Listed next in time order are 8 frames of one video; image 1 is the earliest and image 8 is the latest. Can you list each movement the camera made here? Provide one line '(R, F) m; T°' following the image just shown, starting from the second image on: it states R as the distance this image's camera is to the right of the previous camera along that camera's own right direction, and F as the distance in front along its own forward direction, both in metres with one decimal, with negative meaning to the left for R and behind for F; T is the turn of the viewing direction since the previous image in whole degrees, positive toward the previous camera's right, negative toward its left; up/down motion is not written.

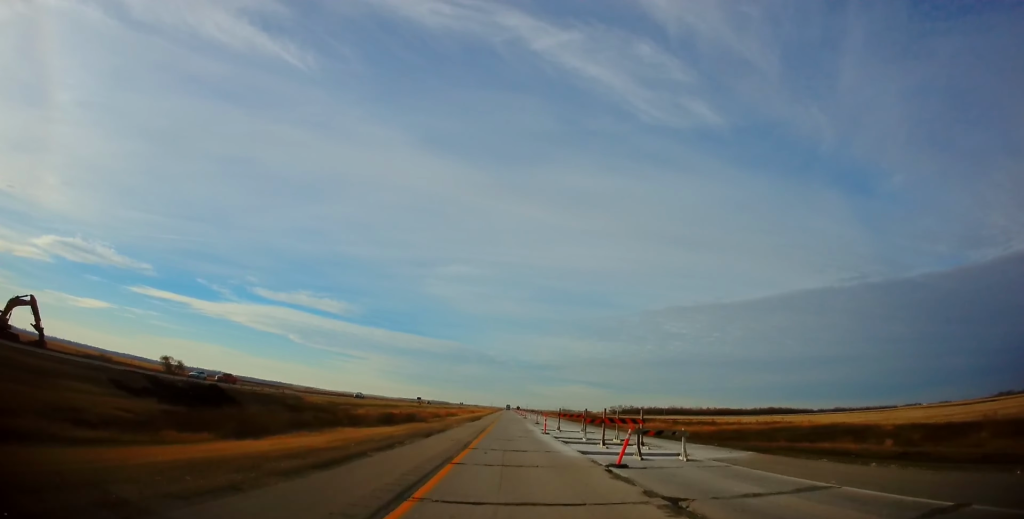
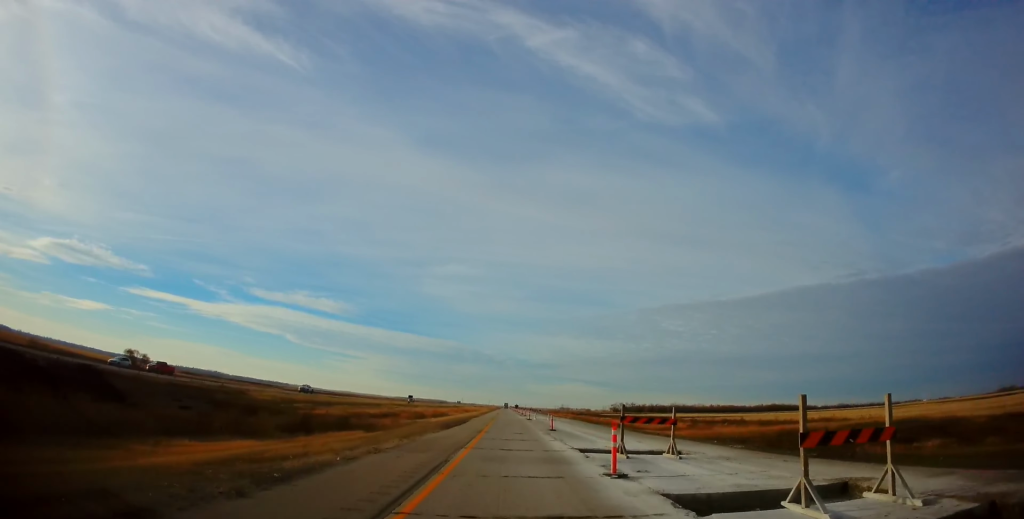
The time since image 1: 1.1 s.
(0.0, +21.6) m; +1°
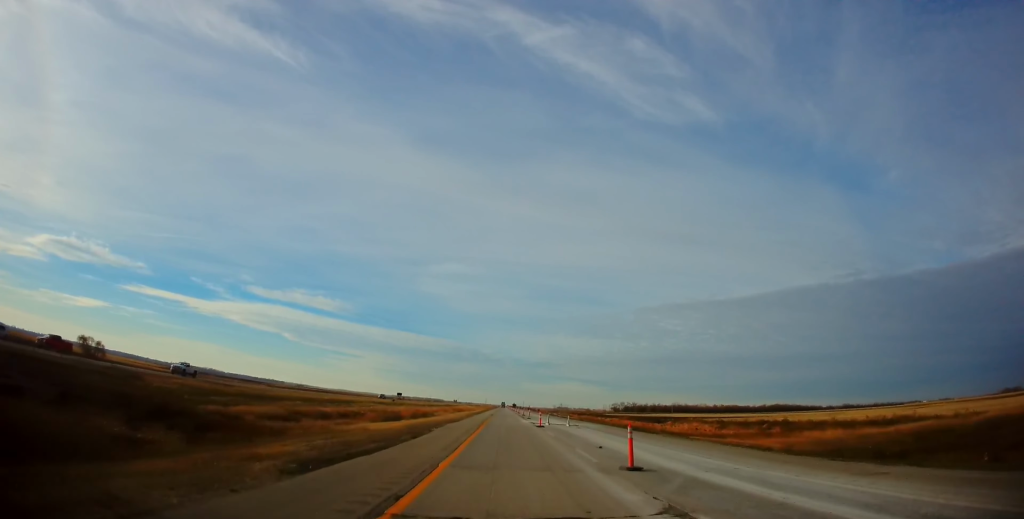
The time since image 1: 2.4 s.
(+0.3, +23.9) m; 0°
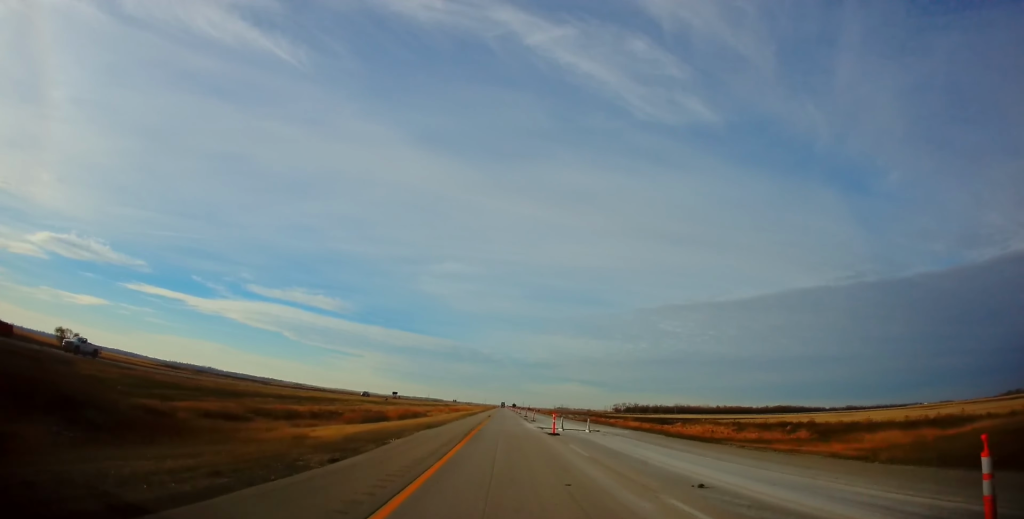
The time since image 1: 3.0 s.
(-0.4, +10.6) m; 0°
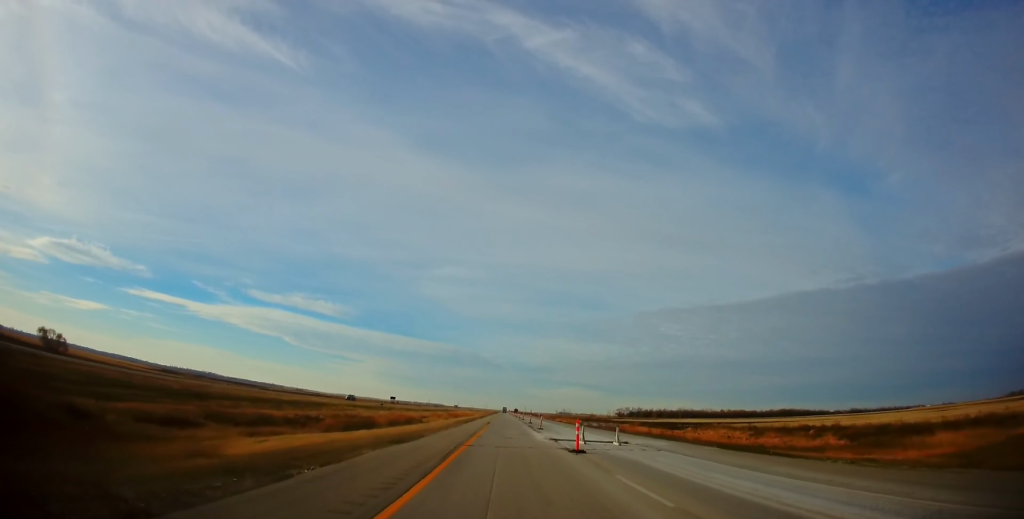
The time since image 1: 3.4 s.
(+0.3, +8.2) m; 0°
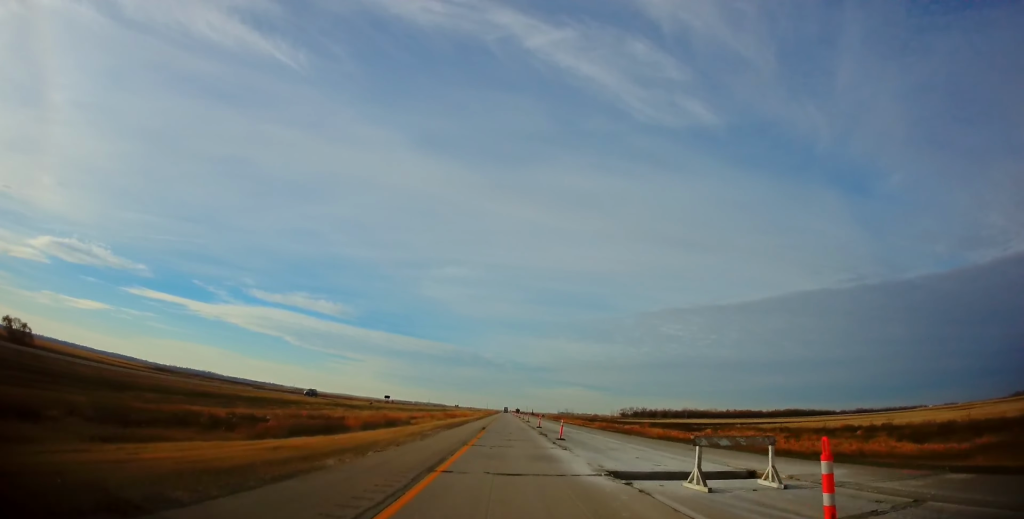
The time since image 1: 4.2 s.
(+0.3, +15.2) m; 0°
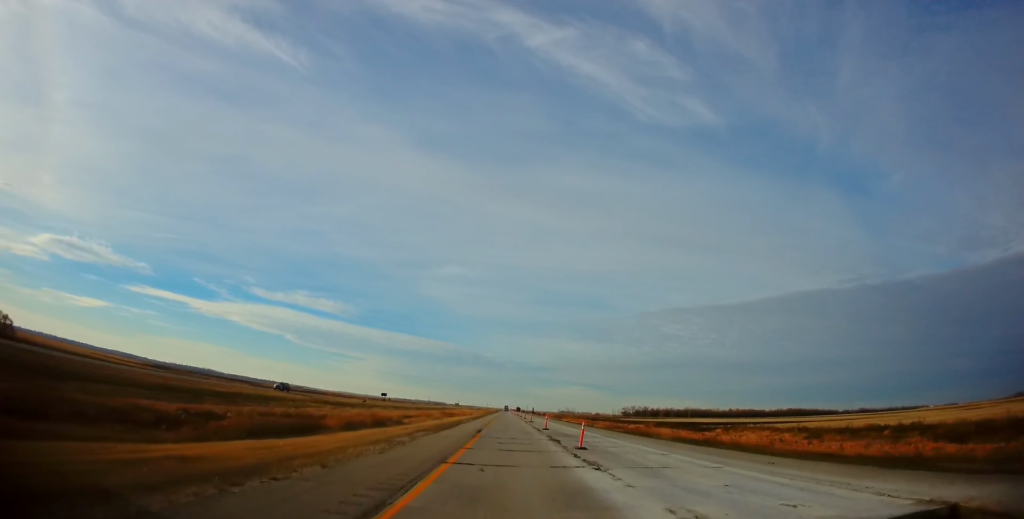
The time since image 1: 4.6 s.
(-0.1, +7.6) m; -1°
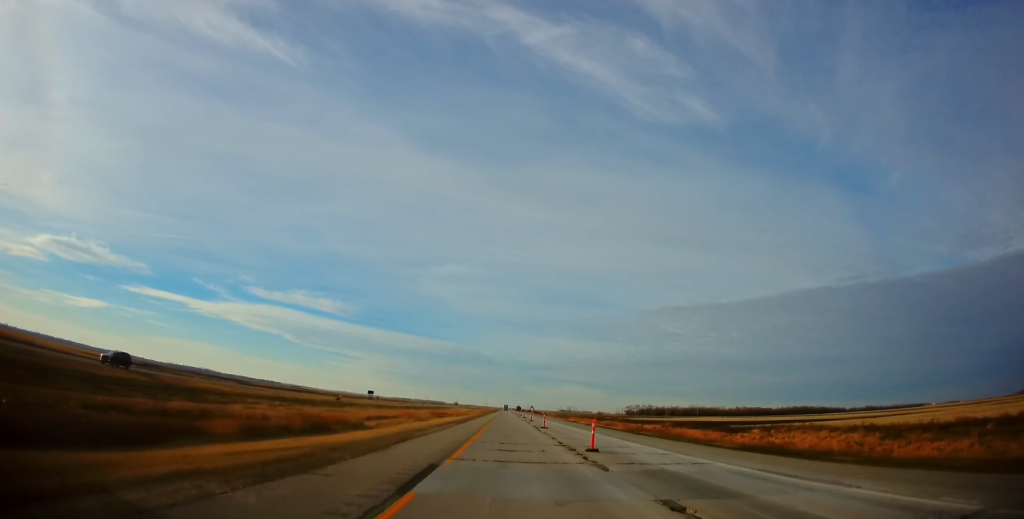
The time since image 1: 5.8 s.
(-0.3, +23.0) m; -1°
